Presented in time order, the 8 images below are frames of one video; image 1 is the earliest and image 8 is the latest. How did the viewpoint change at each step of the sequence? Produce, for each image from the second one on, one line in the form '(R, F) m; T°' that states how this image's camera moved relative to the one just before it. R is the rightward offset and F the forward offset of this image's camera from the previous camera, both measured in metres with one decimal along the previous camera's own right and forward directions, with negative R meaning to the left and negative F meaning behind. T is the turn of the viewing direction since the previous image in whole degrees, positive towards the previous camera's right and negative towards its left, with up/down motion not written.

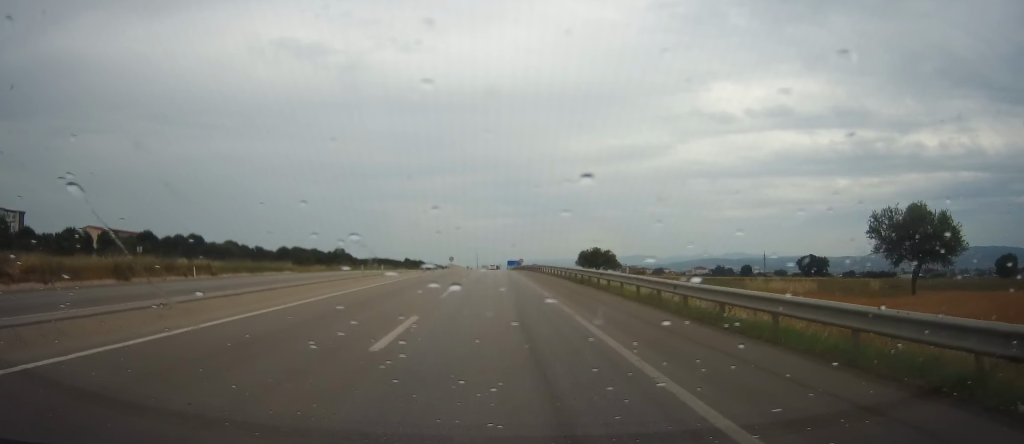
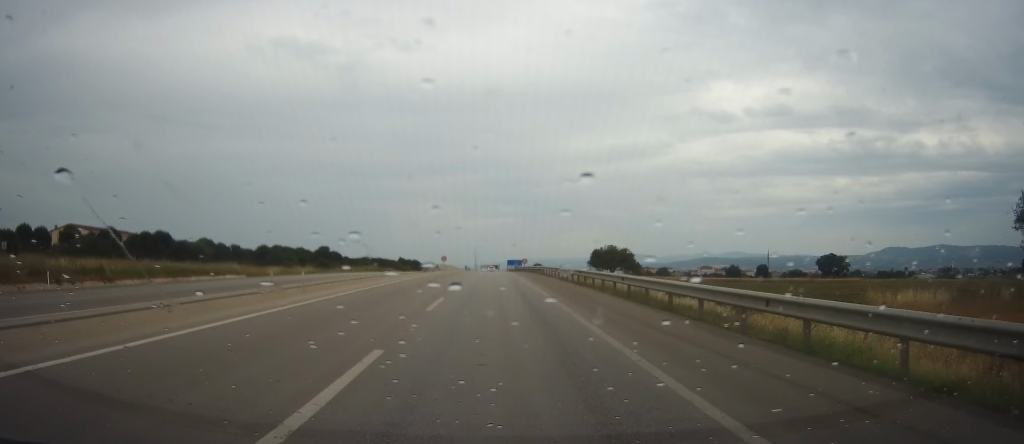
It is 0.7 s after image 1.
(-0.2, +18.0) m; -1°
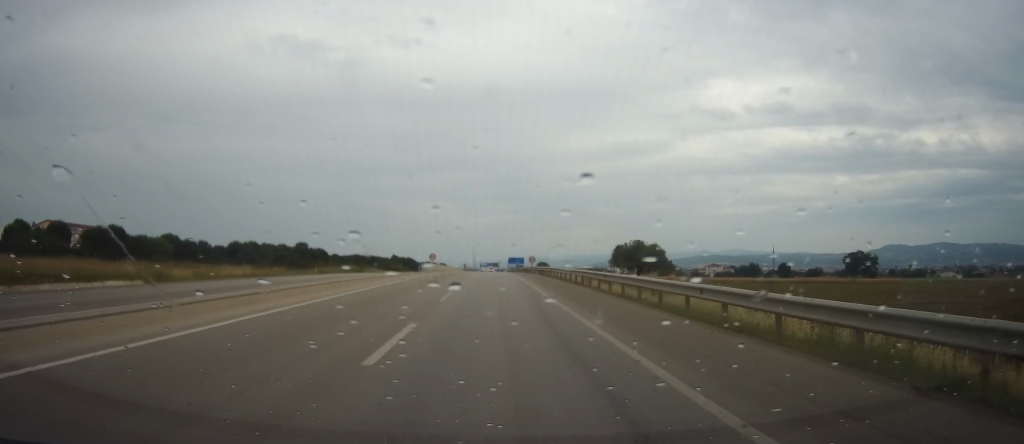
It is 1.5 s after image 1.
(-0.1, +20.8) m; 0°
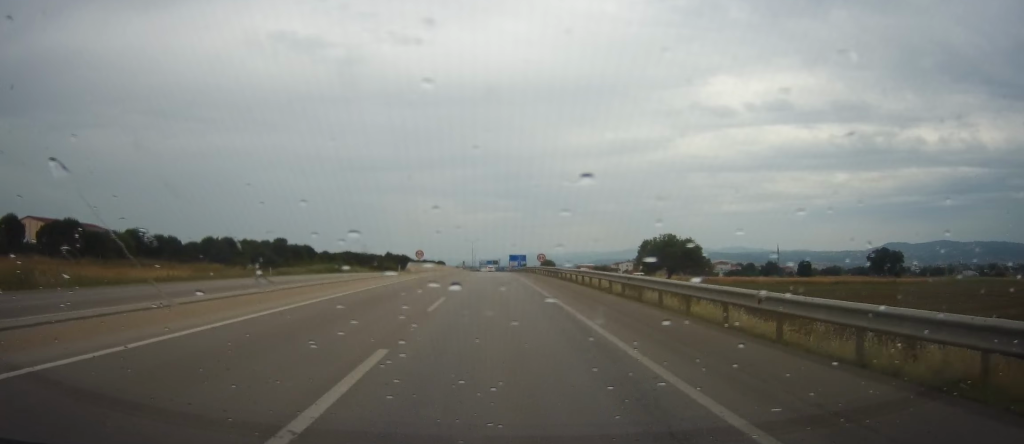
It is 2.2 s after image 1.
(+0.3, +16.4) m; 0°
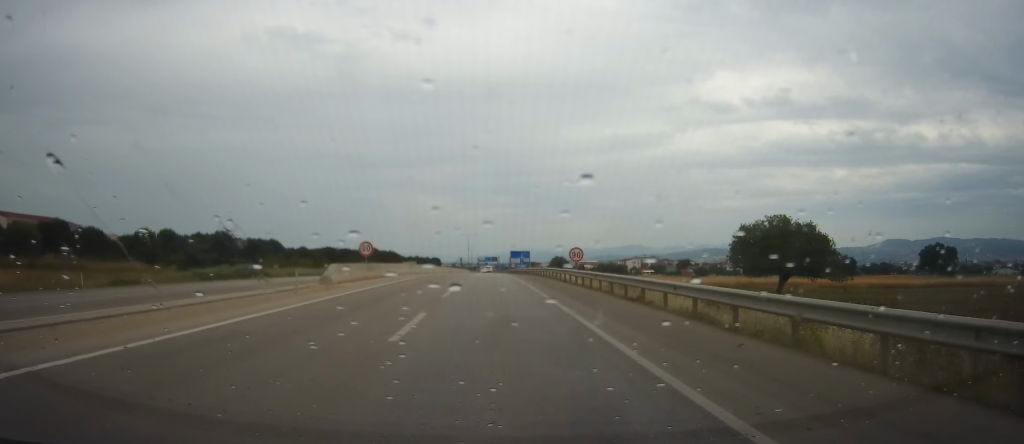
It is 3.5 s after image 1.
(-0.1, +30.7) m; 0°
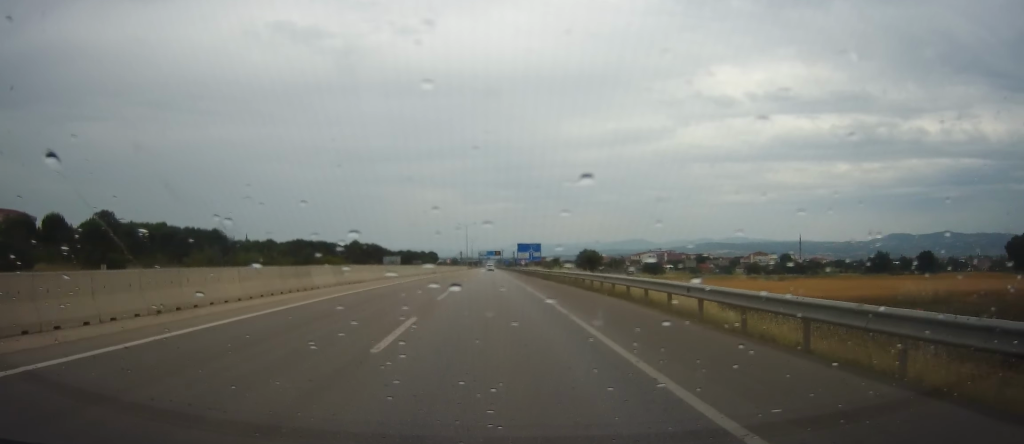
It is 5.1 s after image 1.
(0.0, +38.1) m; 0°
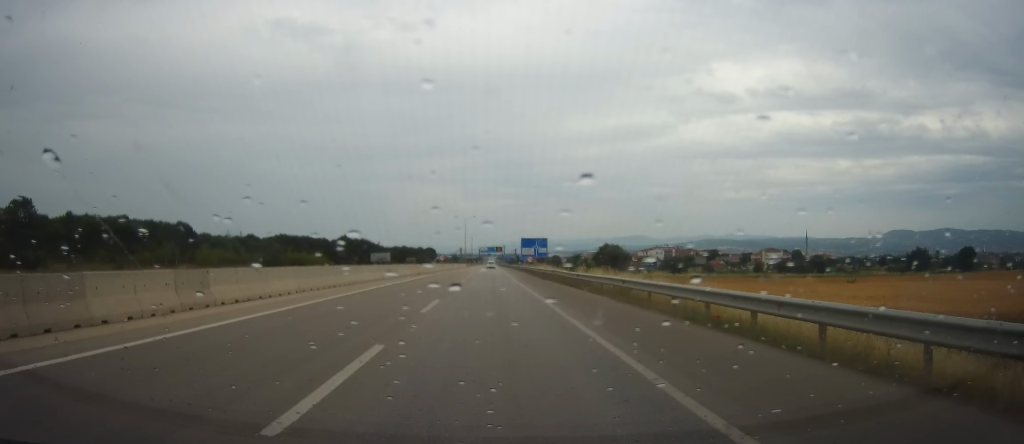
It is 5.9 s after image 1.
(-0.1, +17.1) m; 0°
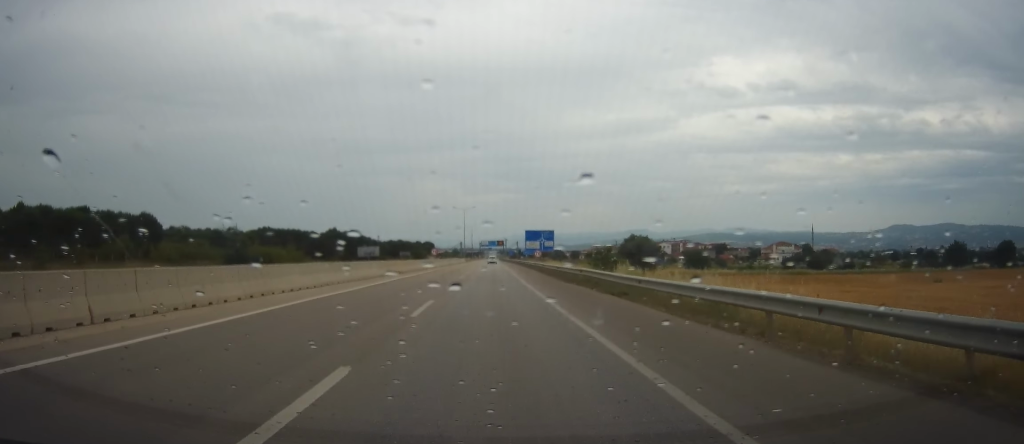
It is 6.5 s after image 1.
(-0.1, +13.5) m; +1°
